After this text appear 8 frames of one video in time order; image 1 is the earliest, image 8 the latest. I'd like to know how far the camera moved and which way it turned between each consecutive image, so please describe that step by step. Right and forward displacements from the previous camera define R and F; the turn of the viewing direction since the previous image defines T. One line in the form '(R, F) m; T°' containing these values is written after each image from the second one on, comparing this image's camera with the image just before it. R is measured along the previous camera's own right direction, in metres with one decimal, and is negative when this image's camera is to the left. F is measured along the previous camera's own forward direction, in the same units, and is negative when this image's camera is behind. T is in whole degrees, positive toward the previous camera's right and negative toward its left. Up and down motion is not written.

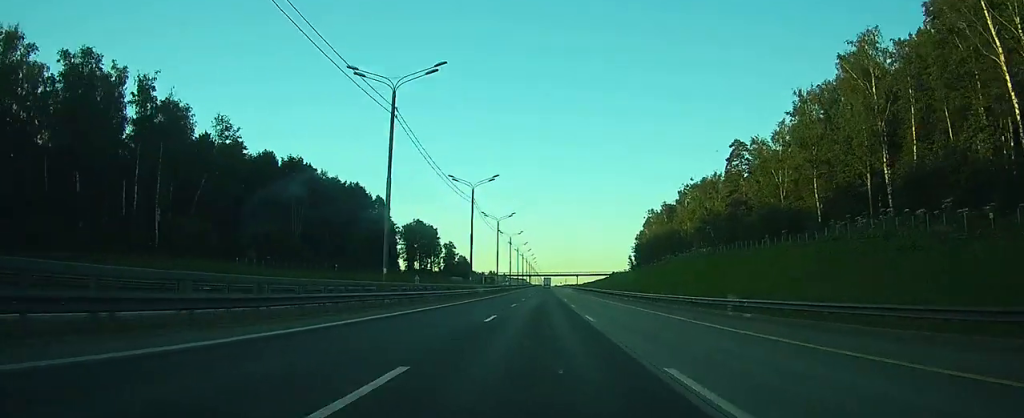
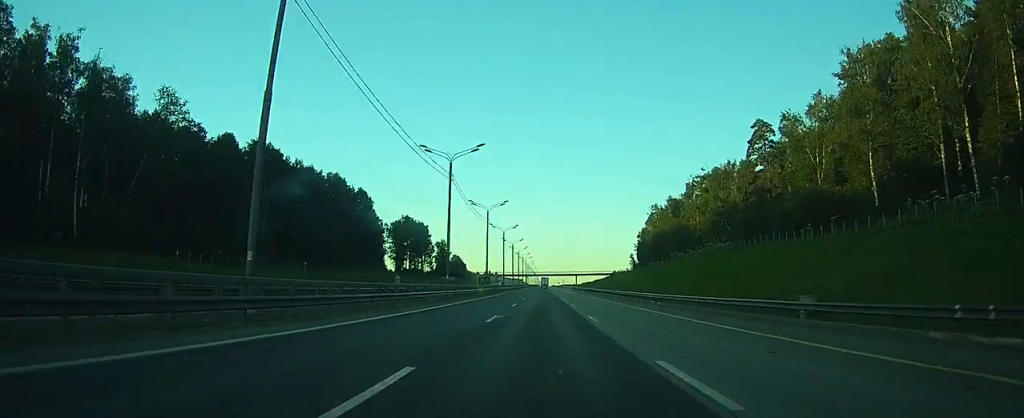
(+0.1, +15.8) m; 0°
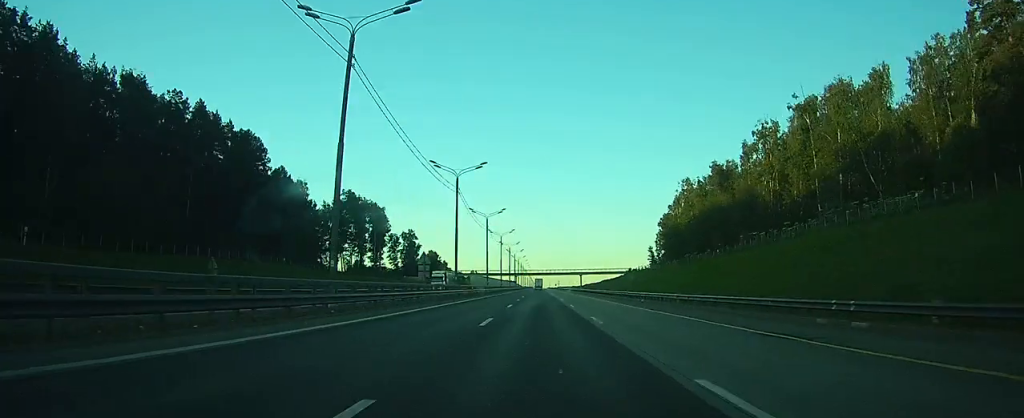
(+0.1, +66.4) m; 0°
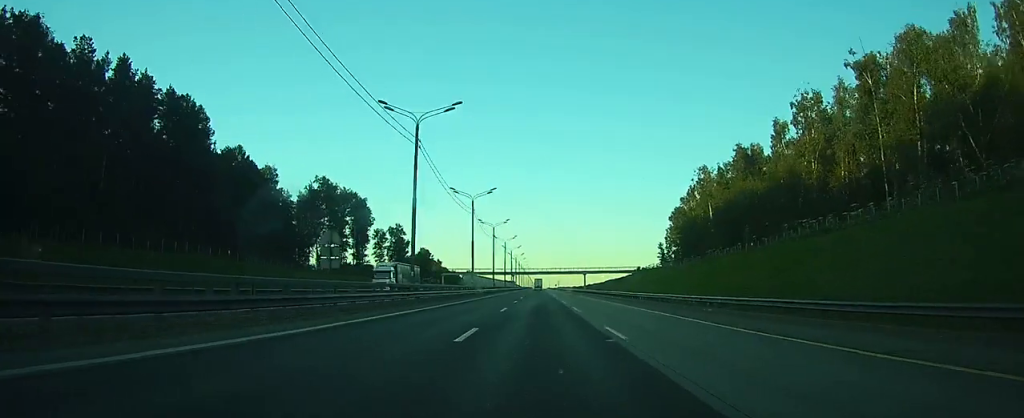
(+0.1, +21.0) m; 0°
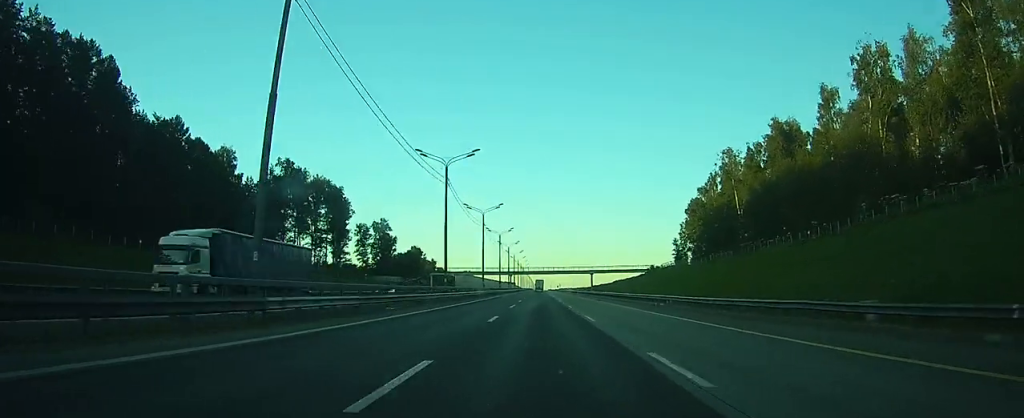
(0.0, +23.1) m; 0°
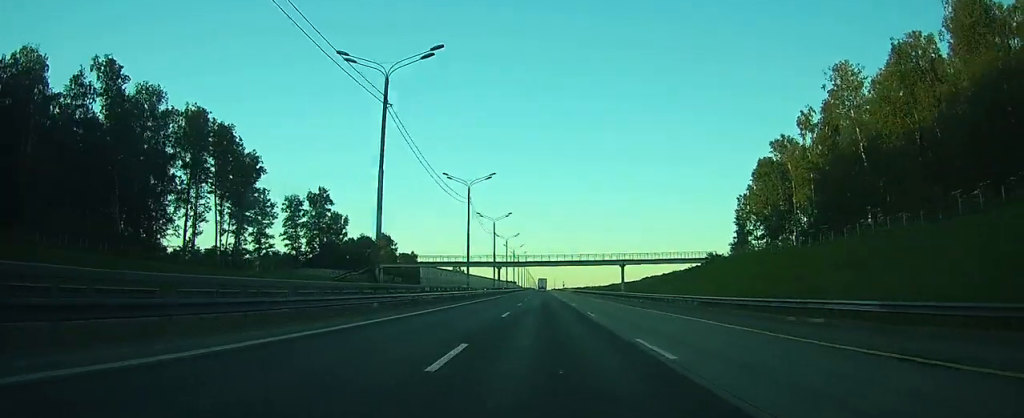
(-0.2, +61.0) m; 0°
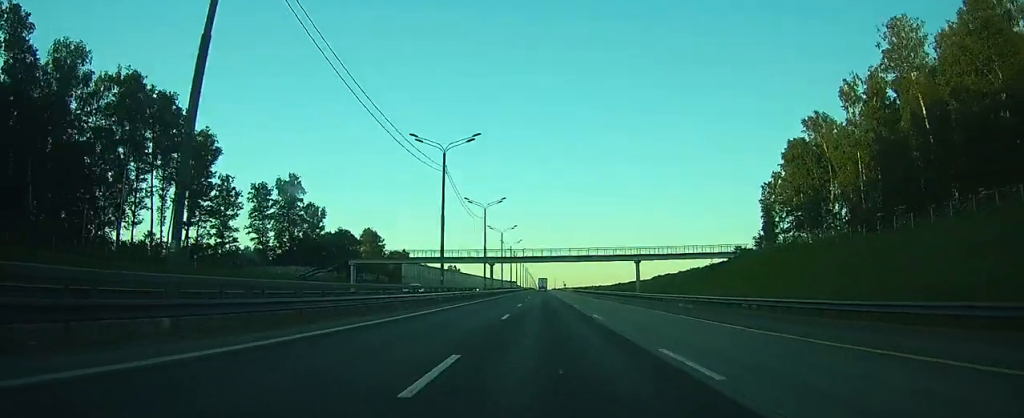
(0.0, +17.9) m; 0°
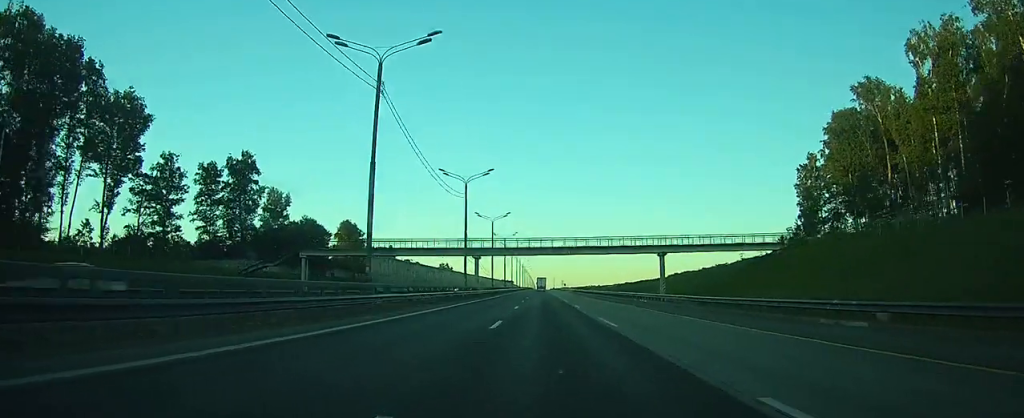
(+0.1, +21.0) m; 0°
